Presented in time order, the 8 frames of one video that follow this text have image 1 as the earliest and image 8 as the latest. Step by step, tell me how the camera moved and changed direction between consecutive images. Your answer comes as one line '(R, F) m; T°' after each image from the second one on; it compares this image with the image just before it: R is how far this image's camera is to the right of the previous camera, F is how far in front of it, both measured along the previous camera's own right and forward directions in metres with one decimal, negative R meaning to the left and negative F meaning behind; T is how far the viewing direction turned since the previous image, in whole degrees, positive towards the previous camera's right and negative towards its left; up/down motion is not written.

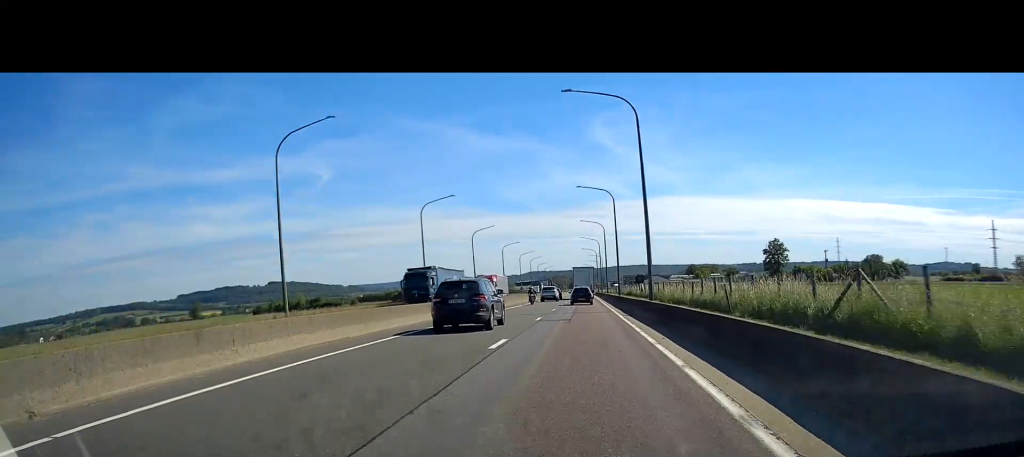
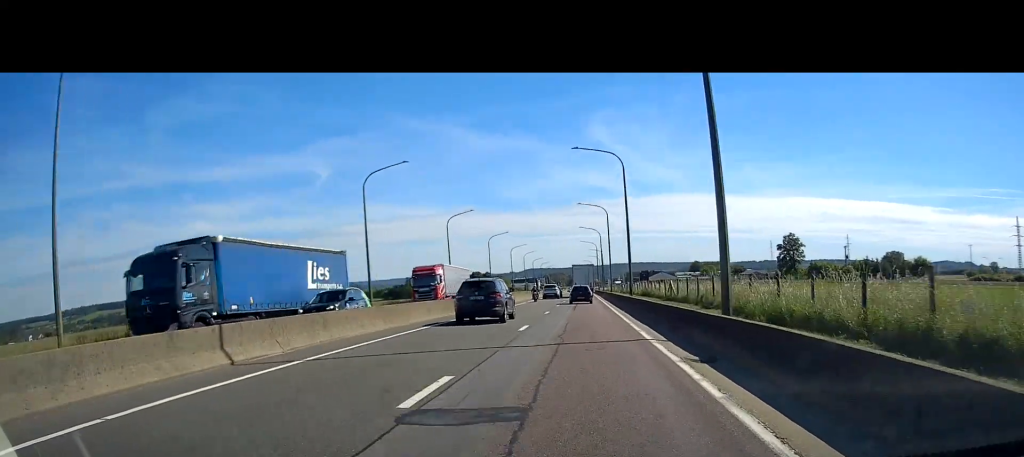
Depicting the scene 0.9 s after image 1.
(0.0, +19.2) m; 0°
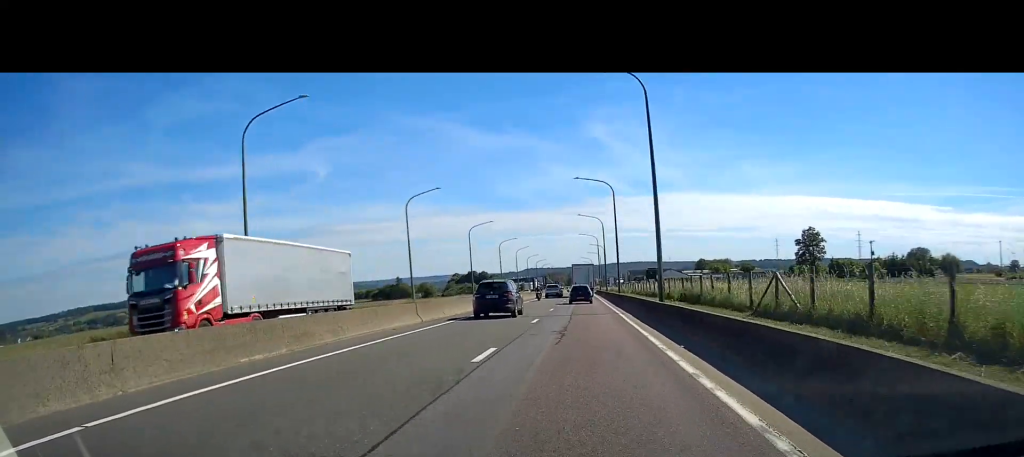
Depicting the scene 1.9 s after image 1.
(-0.1, +20.5) m; 0°
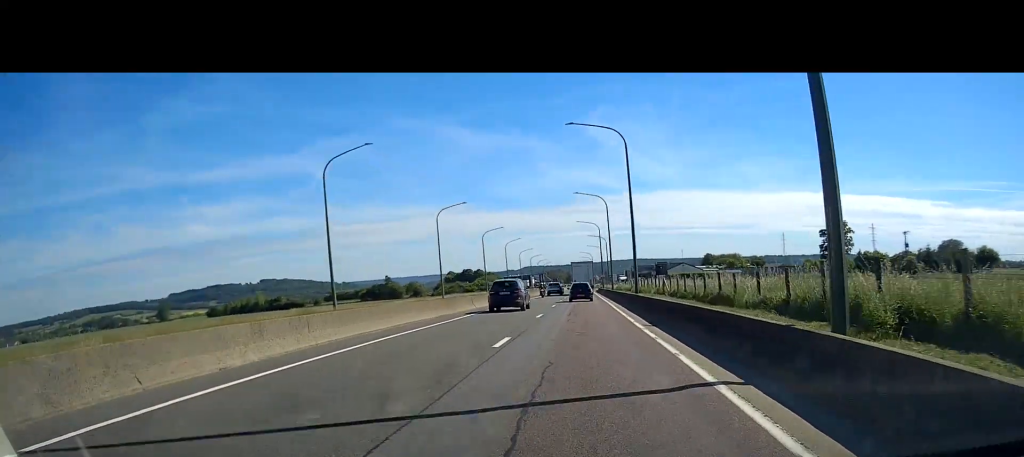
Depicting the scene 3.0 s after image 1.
(+0.1, +22.3) m; 0°
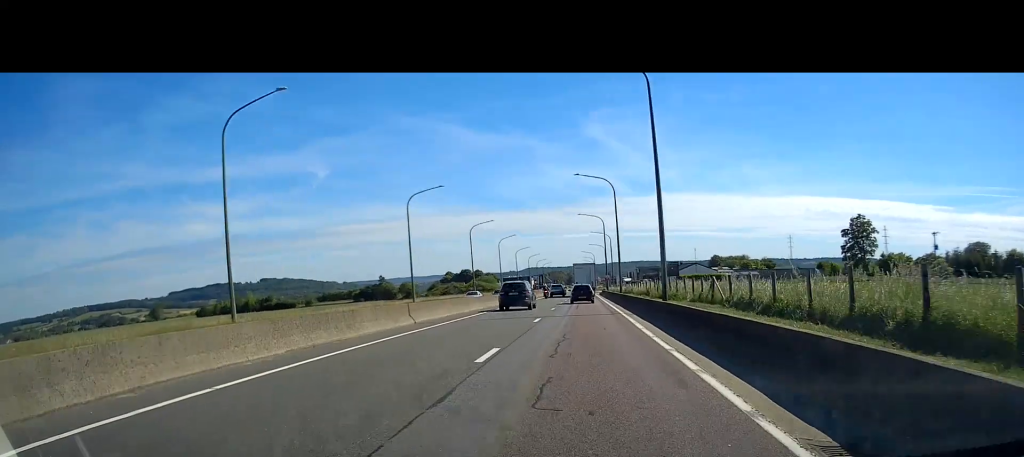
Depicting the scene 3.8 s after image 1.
(0.0, +14.8) m; 0°
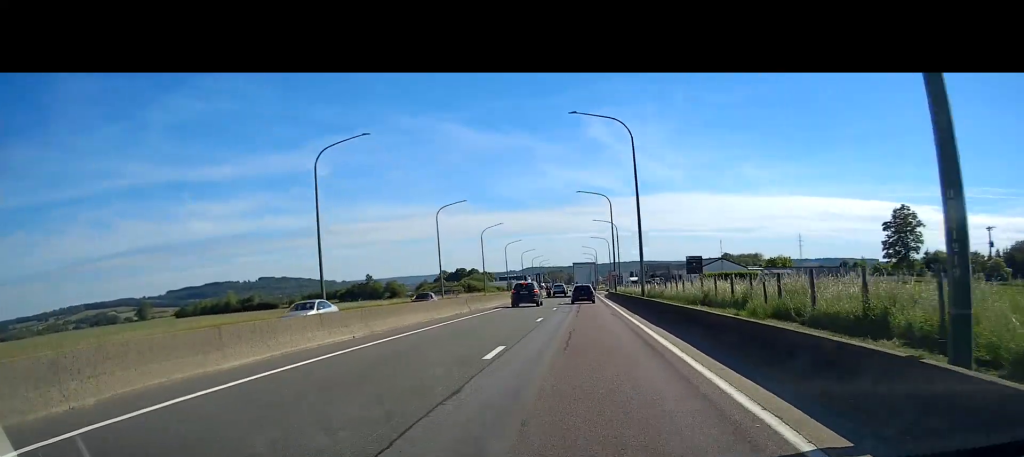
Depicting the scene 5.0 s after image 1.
(-0.1, +24.2) m; 0°
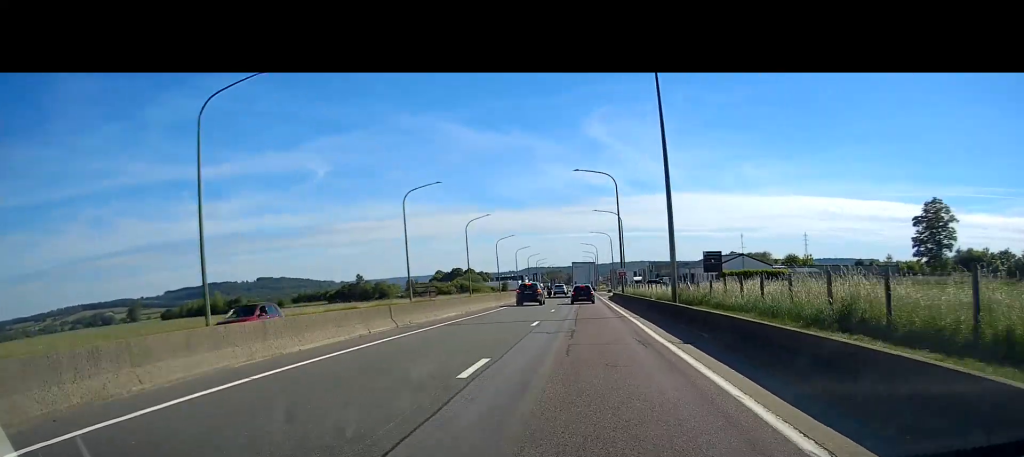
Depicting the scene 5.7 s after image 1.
(0.0, +14.8) m; 0°
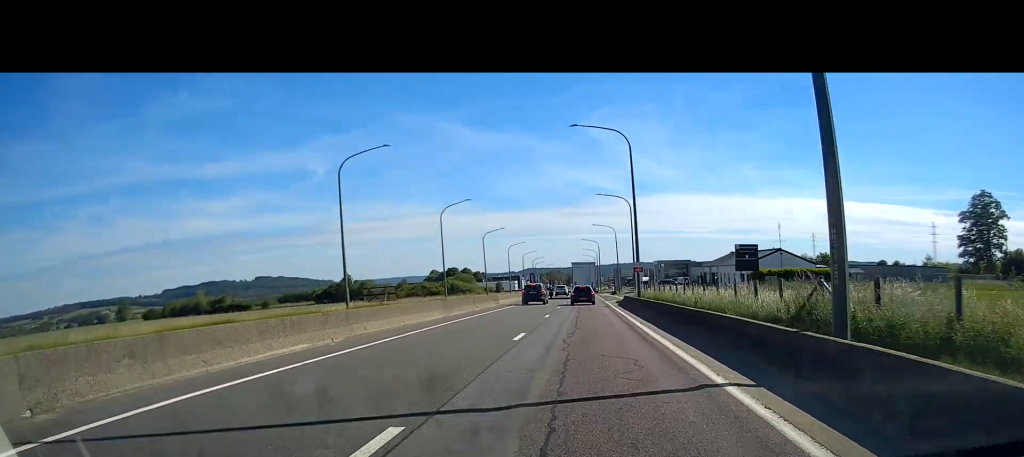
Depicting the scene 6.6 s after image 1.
(-0.1, +18.1) m; +1°
